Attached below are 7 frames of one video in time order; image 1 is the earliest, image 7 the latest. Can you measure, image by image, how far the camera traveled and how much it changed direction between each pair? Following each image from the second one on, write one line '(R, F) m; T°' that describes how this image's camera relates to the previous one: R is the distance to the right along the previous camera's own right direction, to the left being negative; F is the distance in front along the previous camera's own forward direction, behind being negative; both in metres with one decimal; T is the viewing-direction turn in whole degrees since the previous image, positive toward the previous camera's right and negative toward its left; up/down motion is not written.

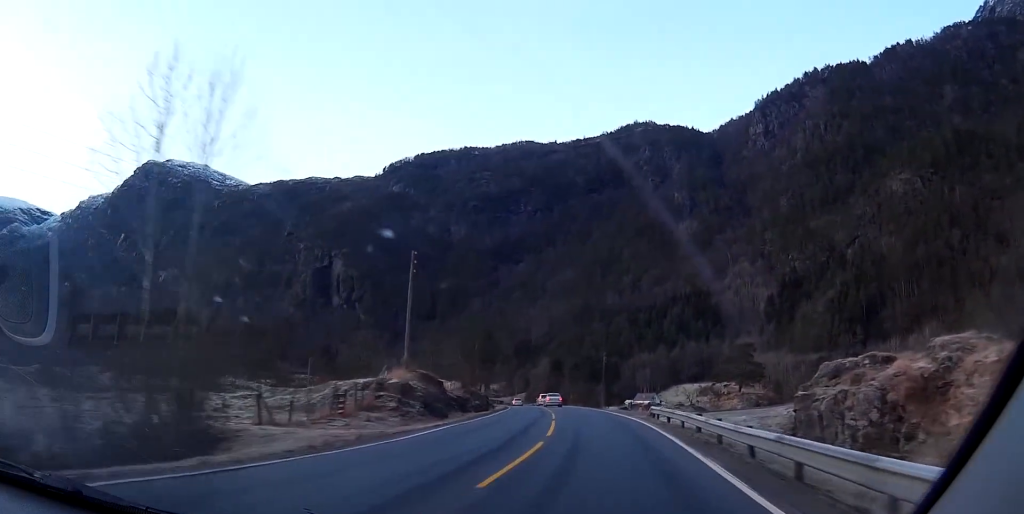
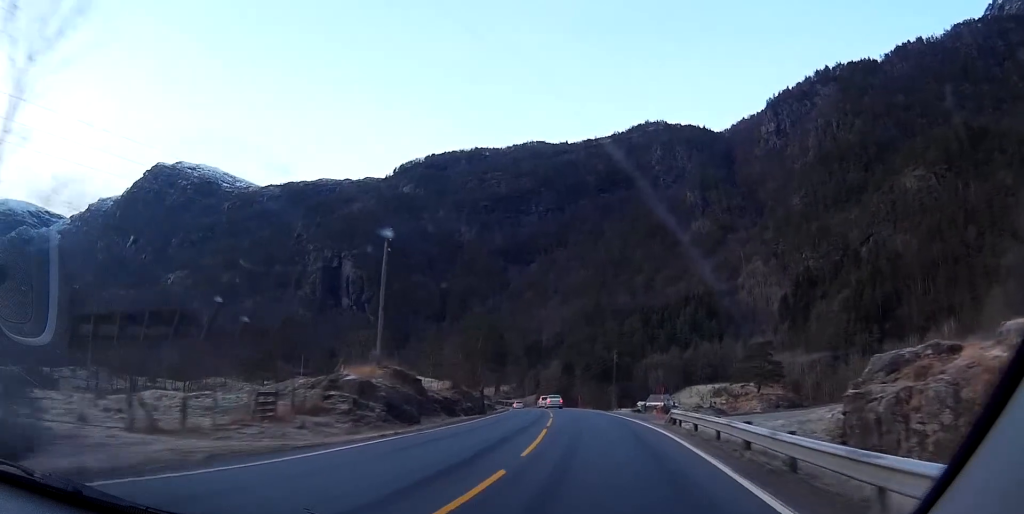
(0.0, +7.5) m; -2°
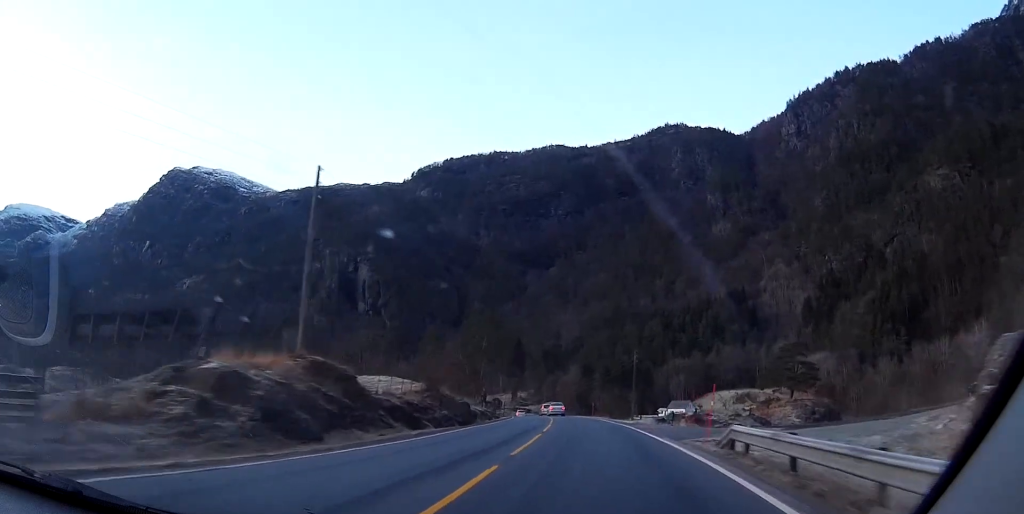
(-0.4, +12.0) m; -1°
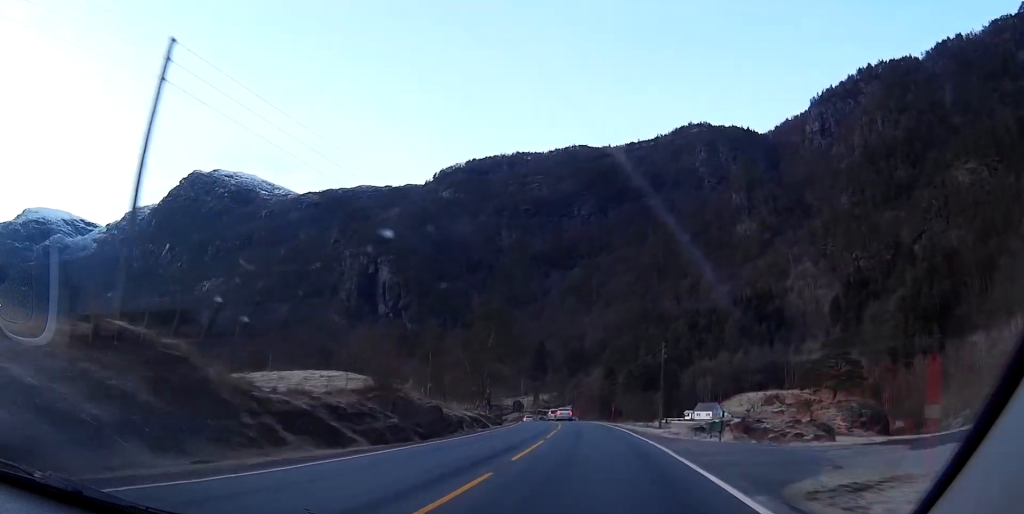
(-0.1, +12.5) m; -1°
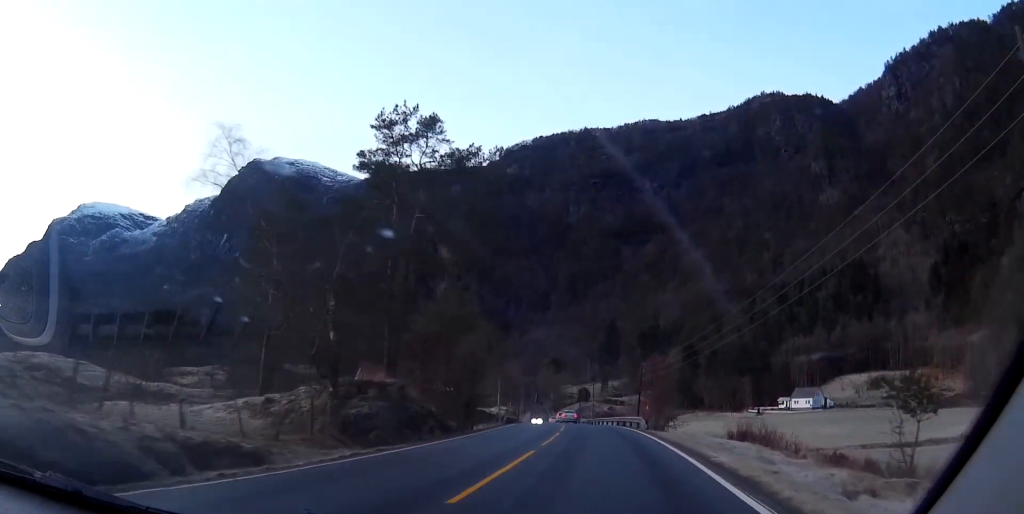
(-4.8, +54.5) m; -10°
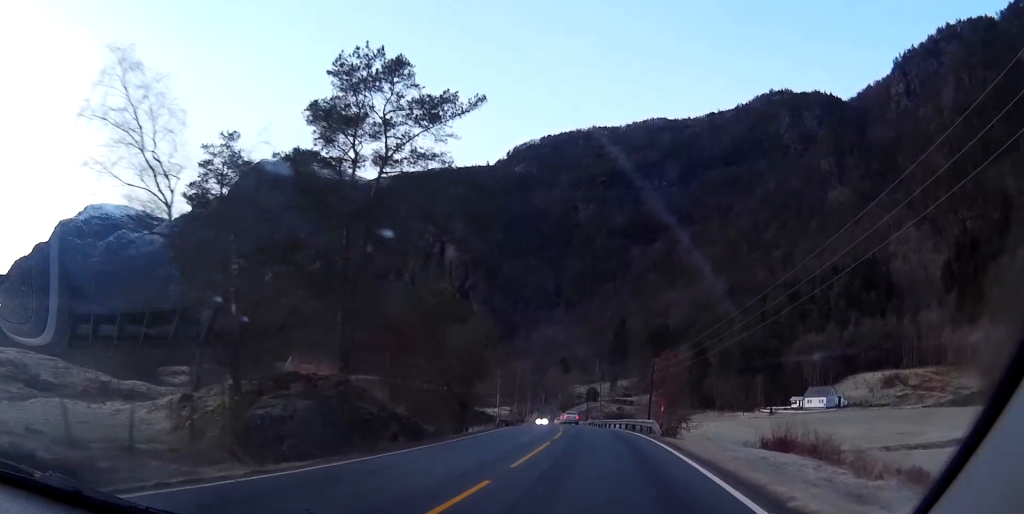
(0.0, +6.4) m; -1°
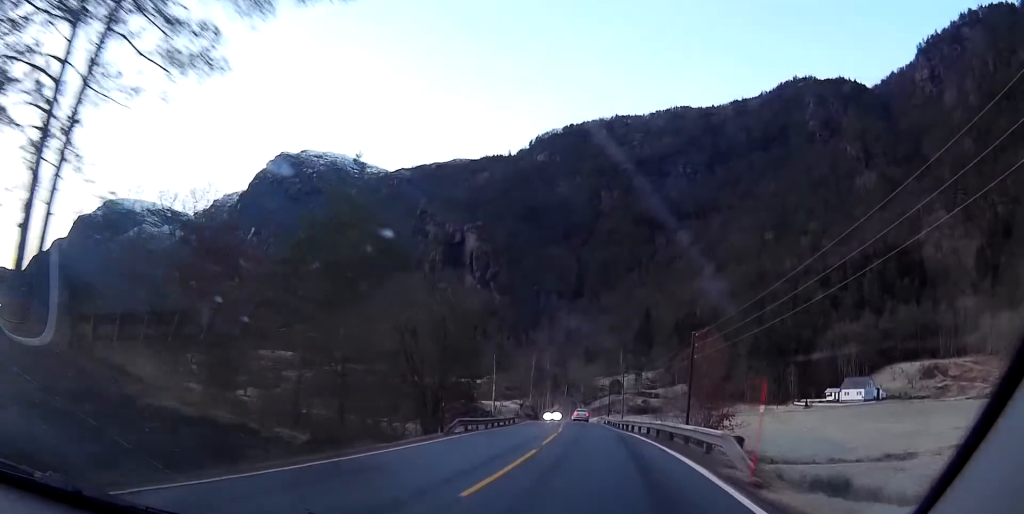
(-0.1, +16.5) m; 0°
